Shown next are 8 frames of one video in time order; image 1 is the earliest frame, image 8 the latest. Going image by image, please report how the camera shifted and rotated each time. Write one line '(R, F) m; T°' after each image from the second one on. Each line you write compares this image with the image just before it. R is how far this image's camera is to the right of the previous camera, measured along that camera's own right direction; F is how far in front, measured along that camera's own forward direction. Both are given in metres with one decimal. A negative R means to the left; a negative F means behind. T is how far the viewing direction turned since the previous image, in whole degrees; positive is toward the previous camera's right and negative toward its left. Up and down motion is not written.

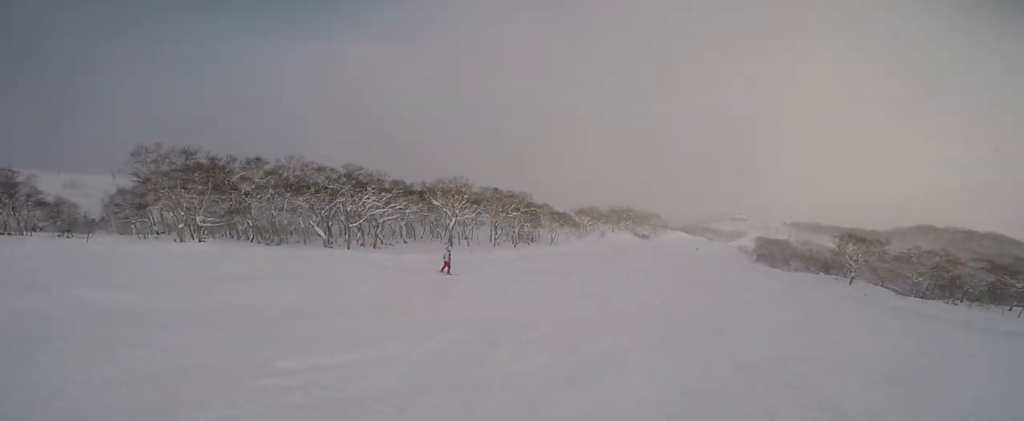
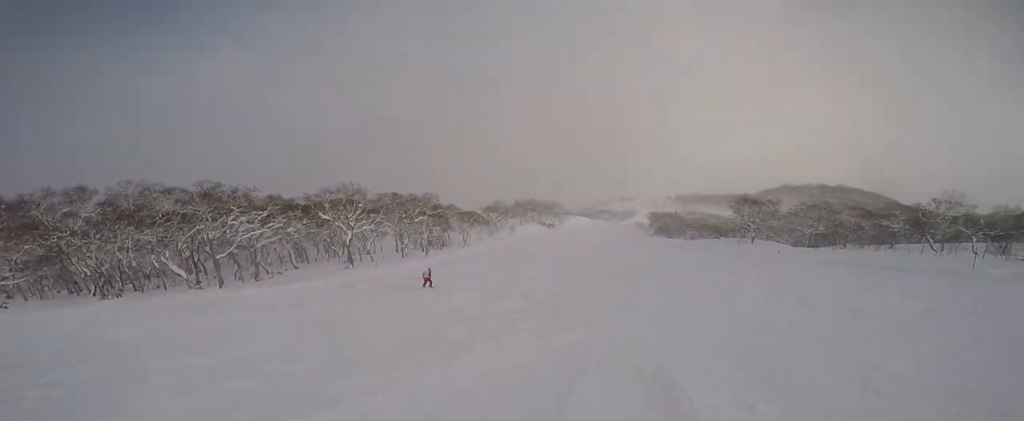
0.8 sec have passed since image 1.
(-1.1, +4.6) m; +10°
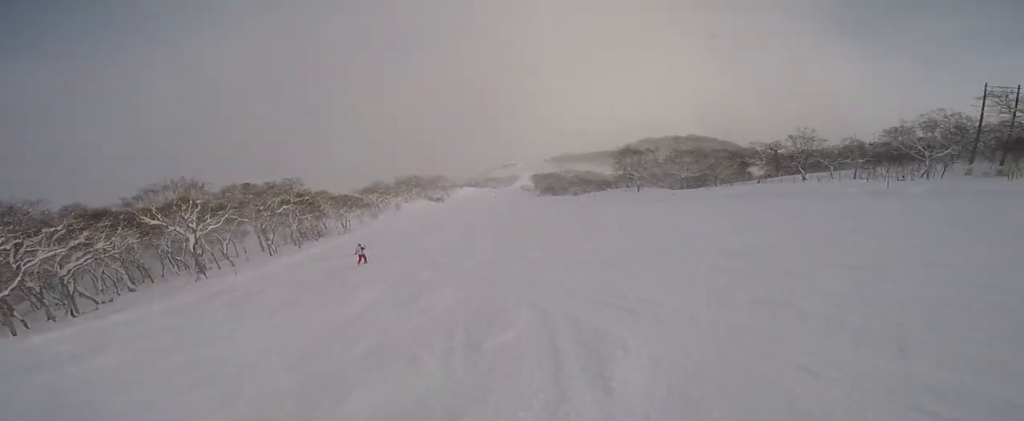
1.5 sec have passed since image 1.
(+1.9, +4.5) m; +17°
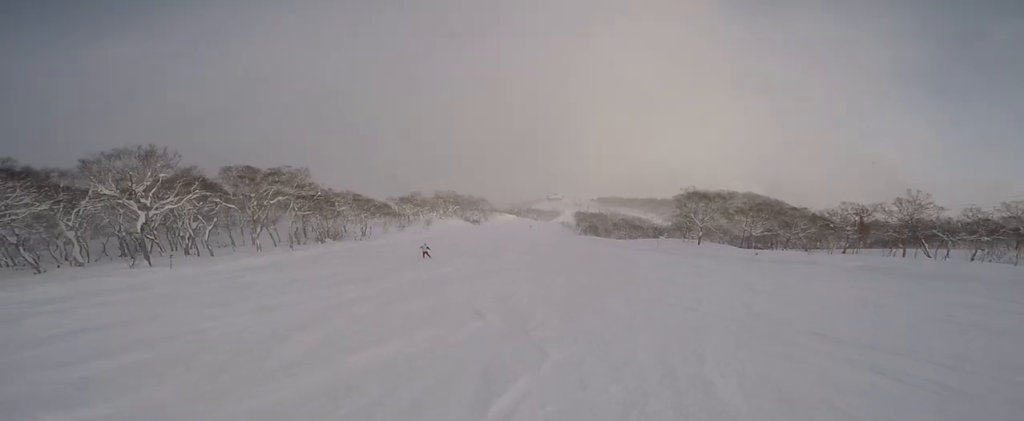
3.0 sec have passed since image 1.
(+1.0, +11.4) m; +2°
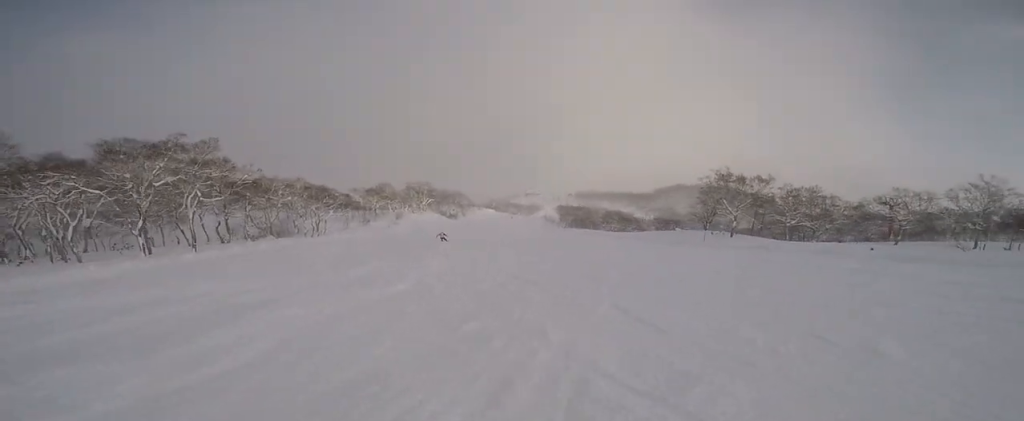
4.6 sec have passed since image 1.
(-1.9, +13.5) m; -7°
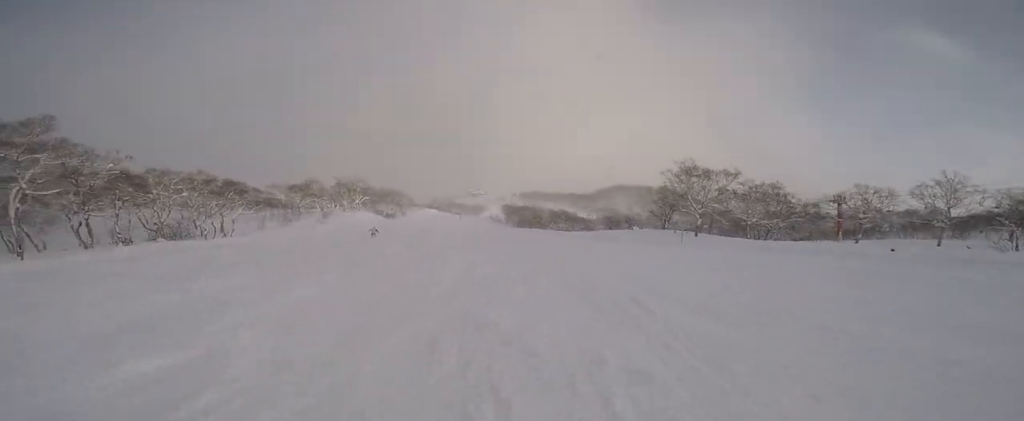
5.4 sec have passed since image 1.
(+0.8, +6.9) m; +6°
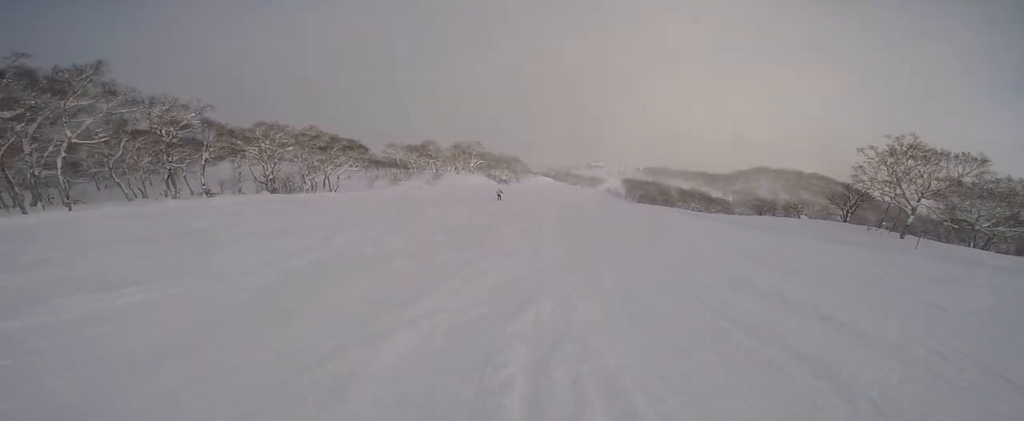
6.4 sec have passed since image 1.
(+0.3, +8.4) m; -4°
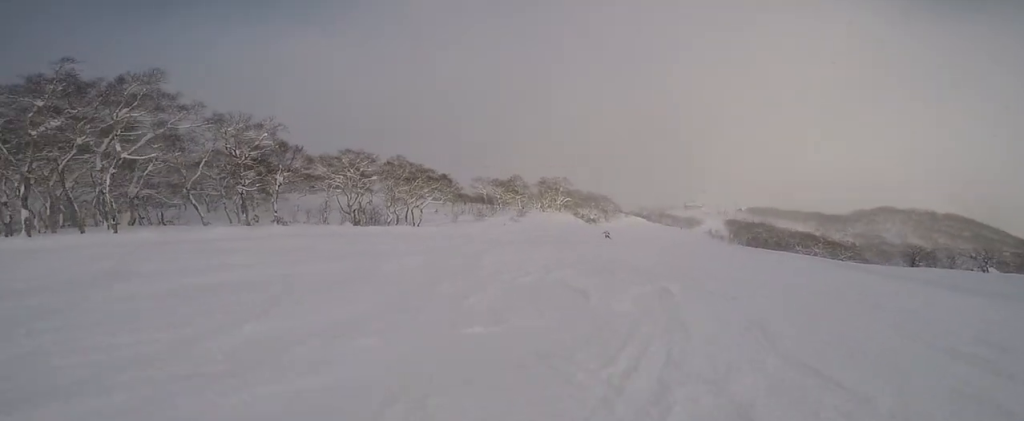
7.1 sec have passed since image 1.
(-0.4, +6.1) m; -7°
